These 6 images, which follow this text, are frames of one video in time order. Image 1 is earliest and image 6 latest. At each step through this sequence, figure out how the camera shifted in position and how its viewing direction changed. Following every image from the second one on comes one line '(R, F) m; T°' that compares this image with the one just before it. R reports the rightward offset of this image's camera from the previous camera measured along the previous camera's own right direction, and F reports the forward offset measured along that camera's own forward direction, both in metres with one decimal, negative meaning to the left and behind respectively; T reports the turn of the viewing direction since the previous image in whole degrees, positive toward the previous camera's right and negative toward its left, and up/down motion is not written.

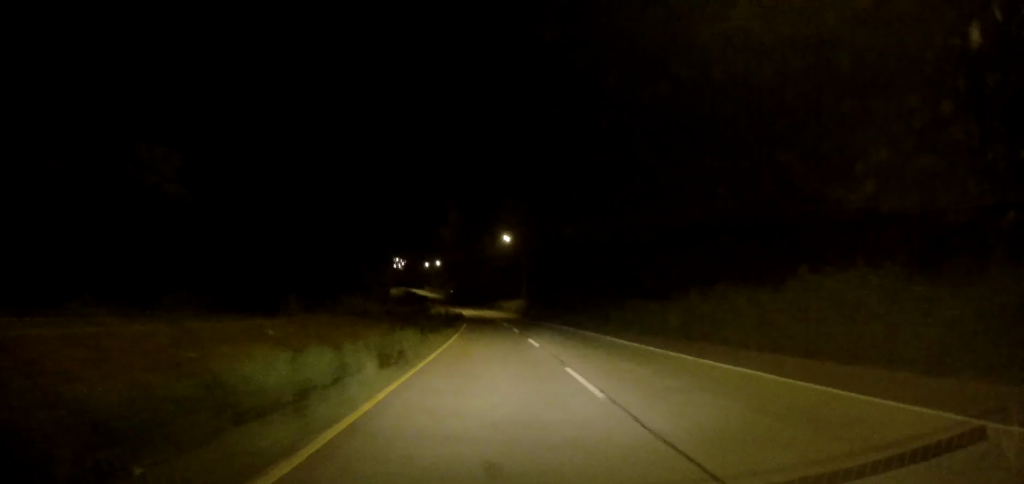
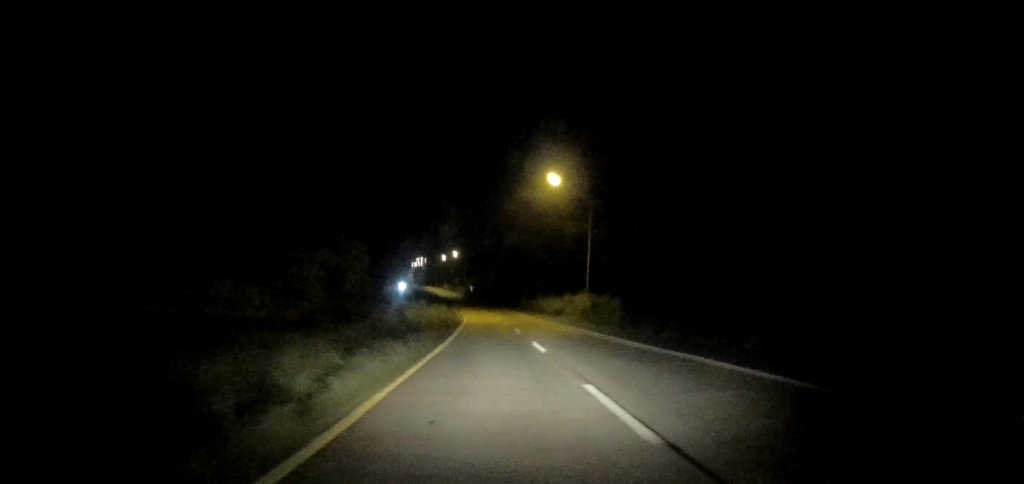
(-1.5, +51.0) m; -2°
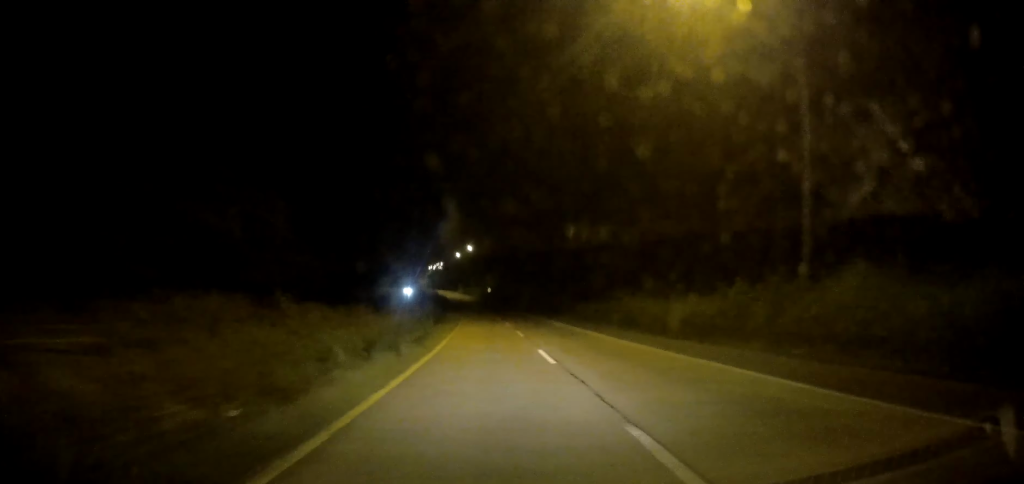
(-0.6, +37.7) m; -2°
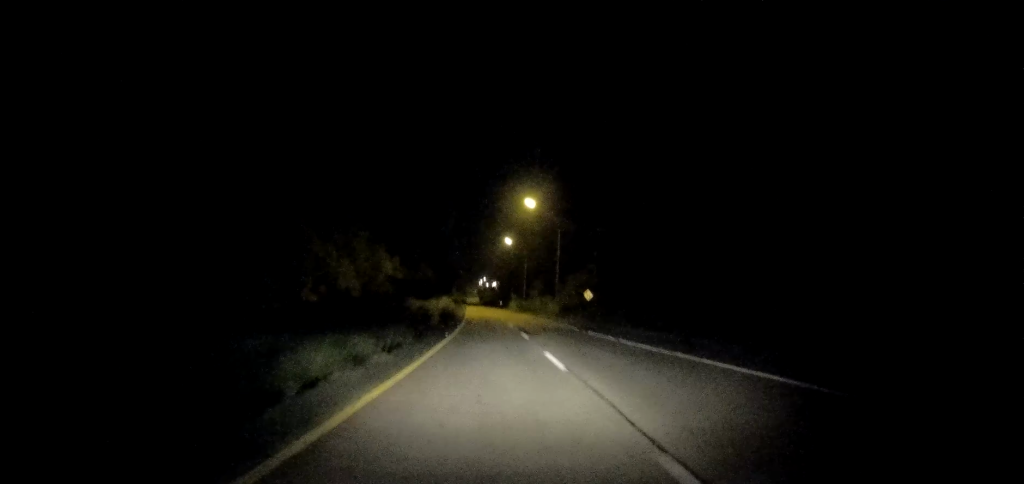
(-4.4, +96.0) m; -5°
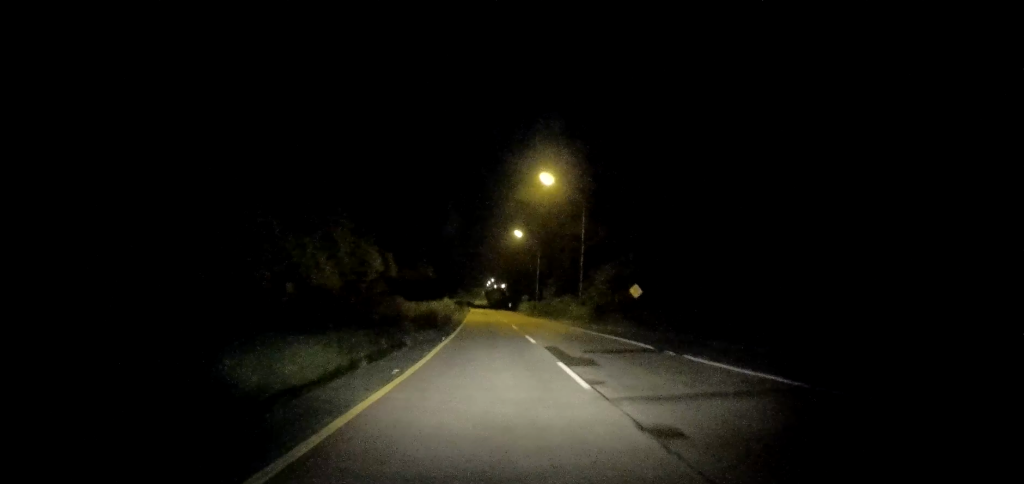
(0.0, +14.5) m; -1°
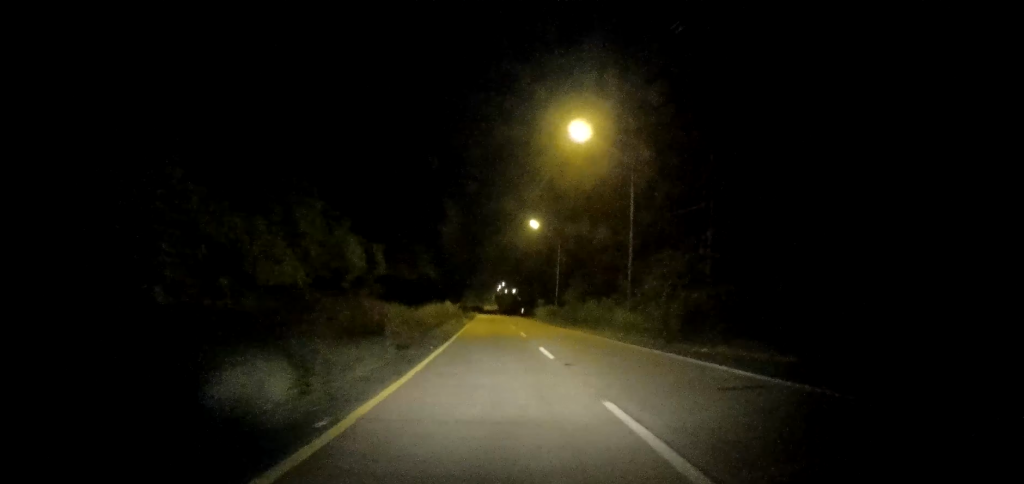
(+0.3, +17.3) m; -1°
